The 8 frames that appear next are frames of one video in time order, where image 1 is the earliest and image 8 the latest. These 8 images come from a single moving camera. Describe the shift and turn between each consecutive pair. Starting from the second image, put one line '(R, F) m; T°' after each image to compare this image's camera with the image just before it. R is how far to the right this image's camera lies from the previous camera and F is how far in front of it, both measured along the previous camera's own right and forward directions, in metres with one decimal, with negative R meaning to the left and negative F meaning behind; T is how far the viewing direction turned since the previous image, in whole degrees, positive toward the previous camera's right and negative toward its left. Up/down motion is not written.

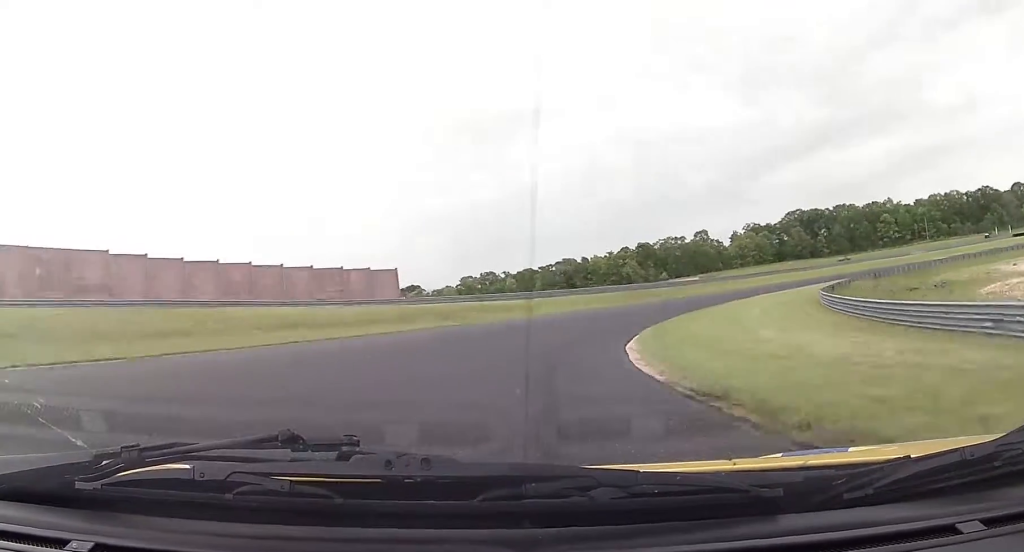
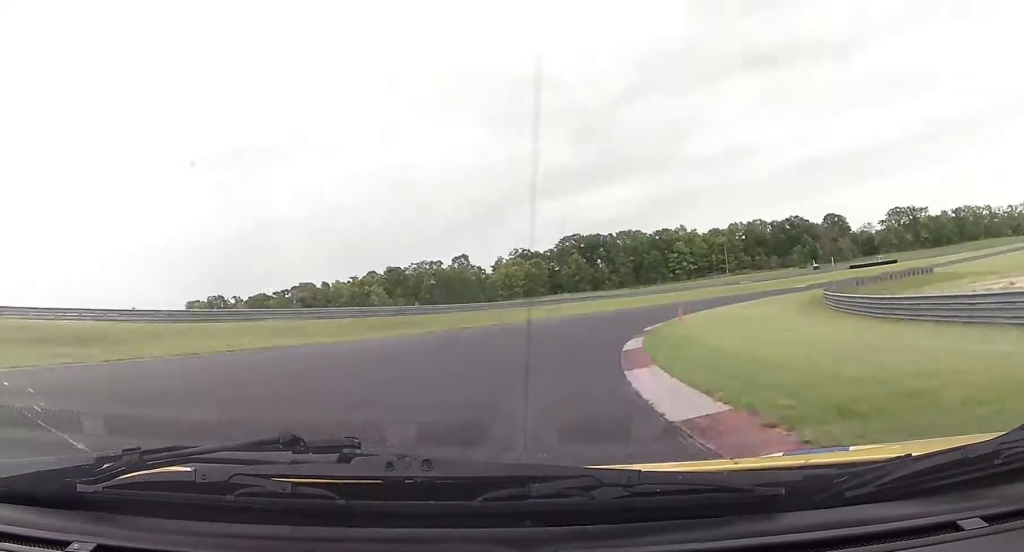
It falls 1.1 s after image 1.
(+6.7, +36.9) m; +21°
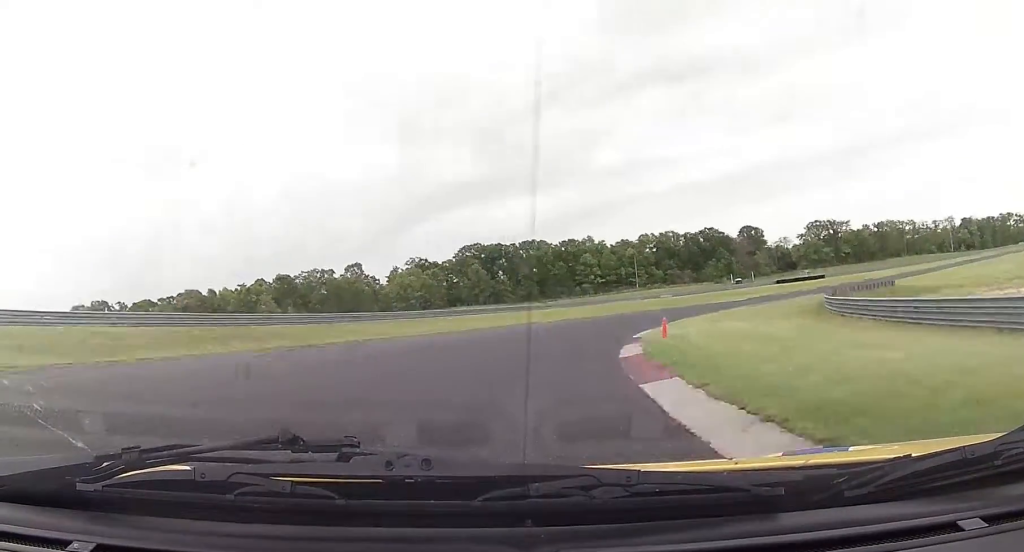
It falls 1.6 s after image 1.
(0.0, +14.7) m; +8°
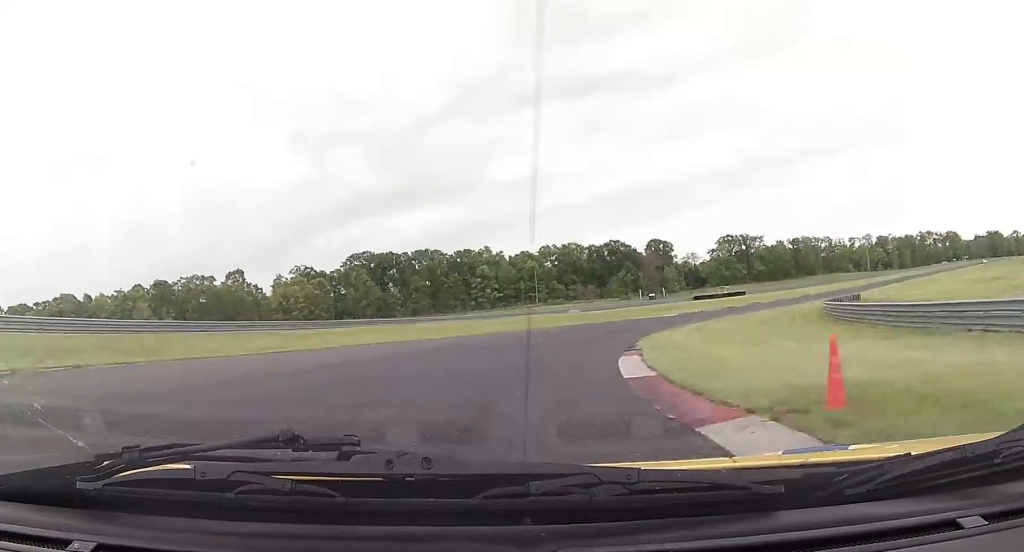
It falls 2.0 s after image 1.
(+2.2, +15.7) m; +8°
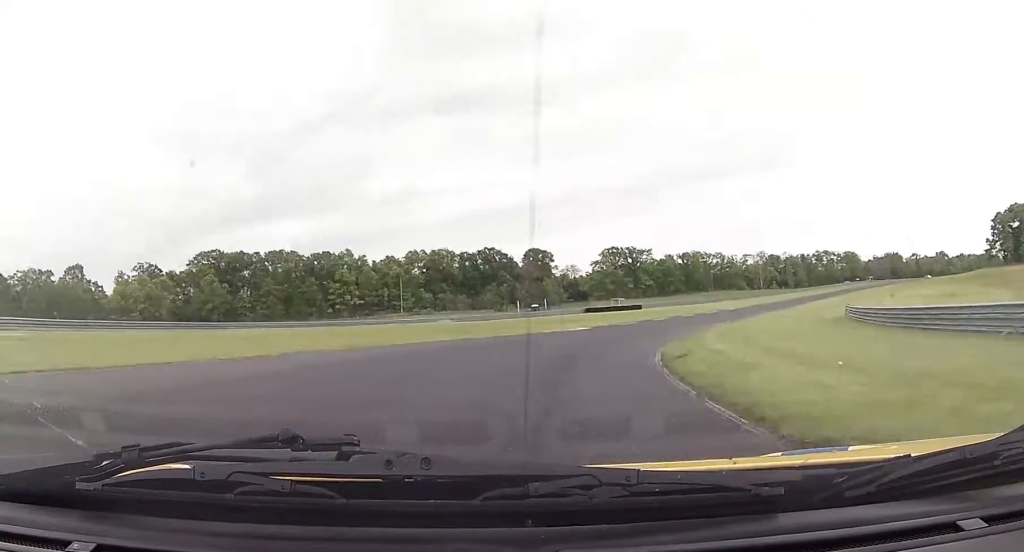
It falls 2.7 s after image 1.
(+1.6, +22.8) m; +11°
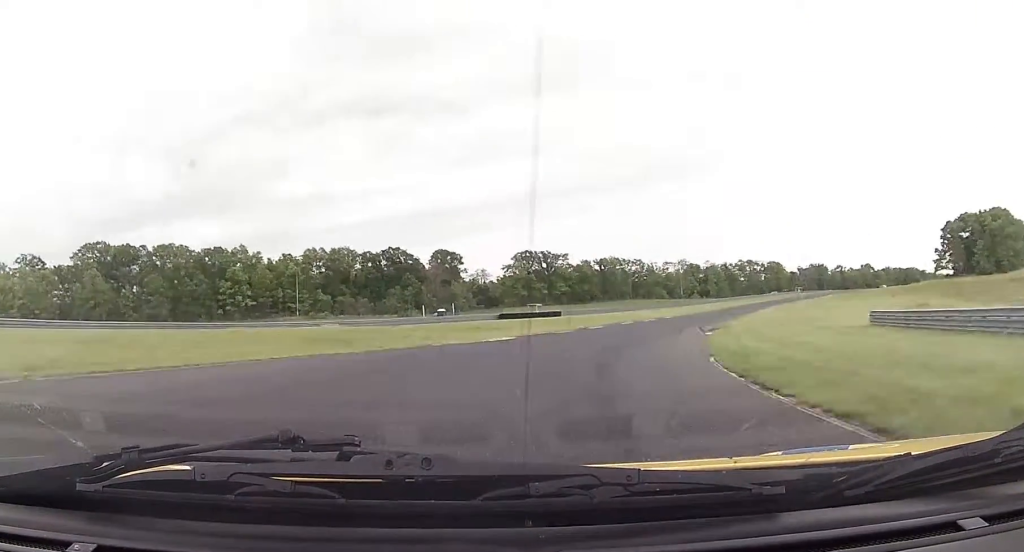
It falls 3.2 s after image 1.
(+2.0, +16.2) m; +7°
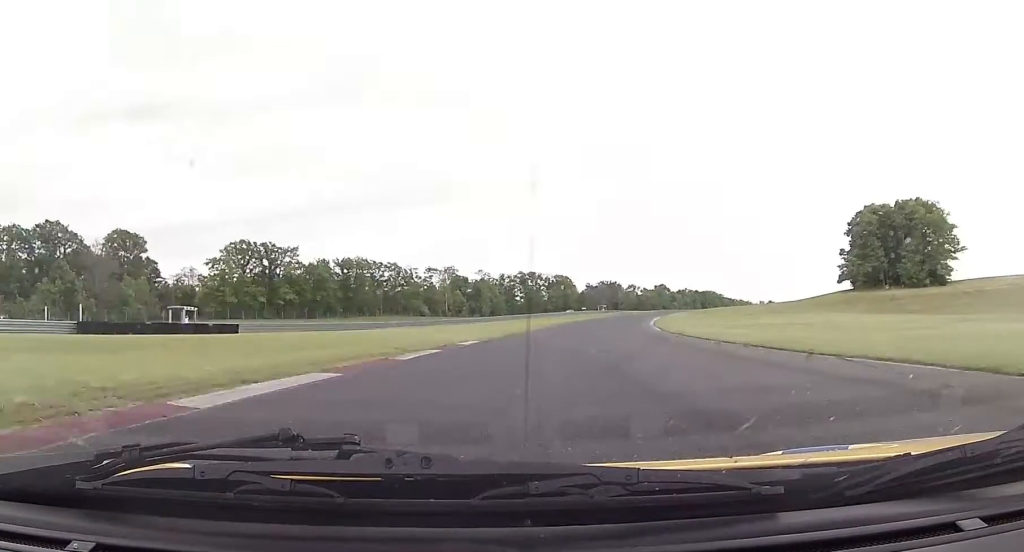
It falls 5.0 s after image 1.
(+13.6, +63.4) m; +21°
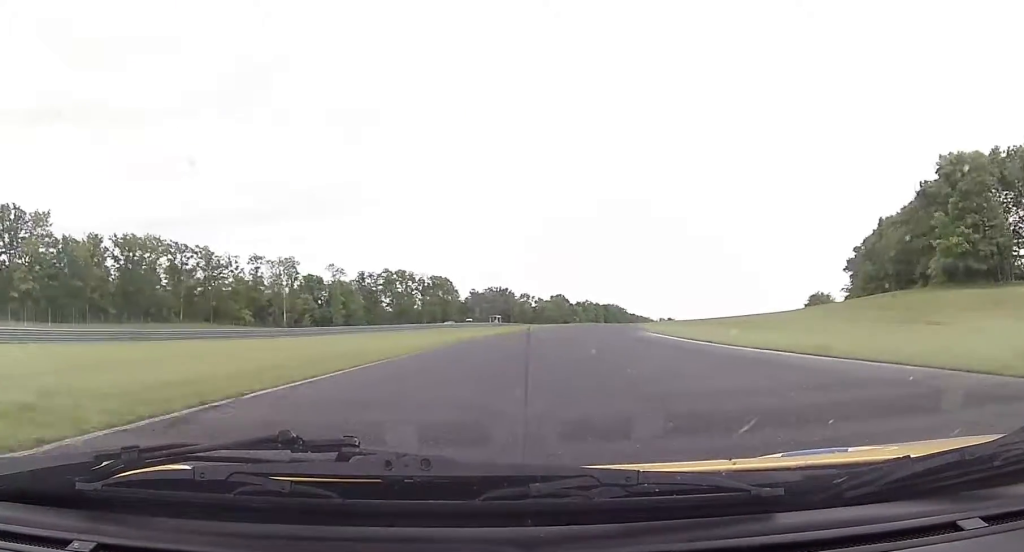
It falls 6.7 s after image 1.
(+5.8, +62.1) m; +9°
